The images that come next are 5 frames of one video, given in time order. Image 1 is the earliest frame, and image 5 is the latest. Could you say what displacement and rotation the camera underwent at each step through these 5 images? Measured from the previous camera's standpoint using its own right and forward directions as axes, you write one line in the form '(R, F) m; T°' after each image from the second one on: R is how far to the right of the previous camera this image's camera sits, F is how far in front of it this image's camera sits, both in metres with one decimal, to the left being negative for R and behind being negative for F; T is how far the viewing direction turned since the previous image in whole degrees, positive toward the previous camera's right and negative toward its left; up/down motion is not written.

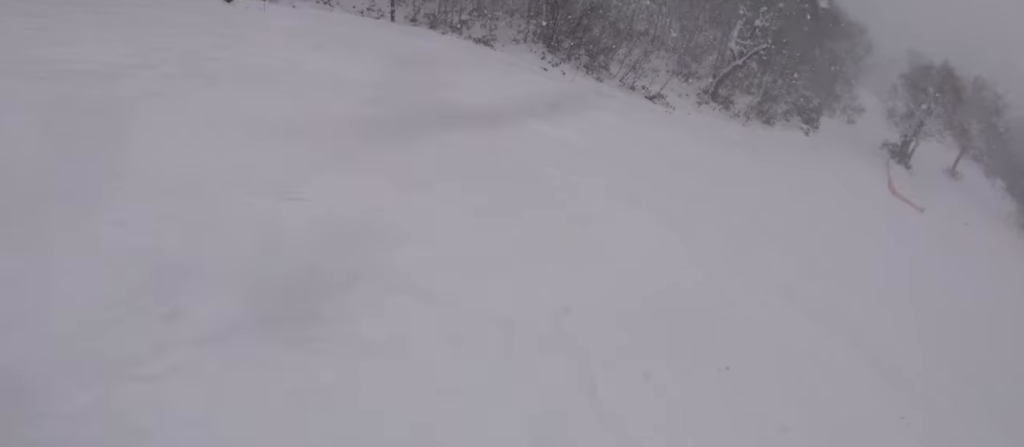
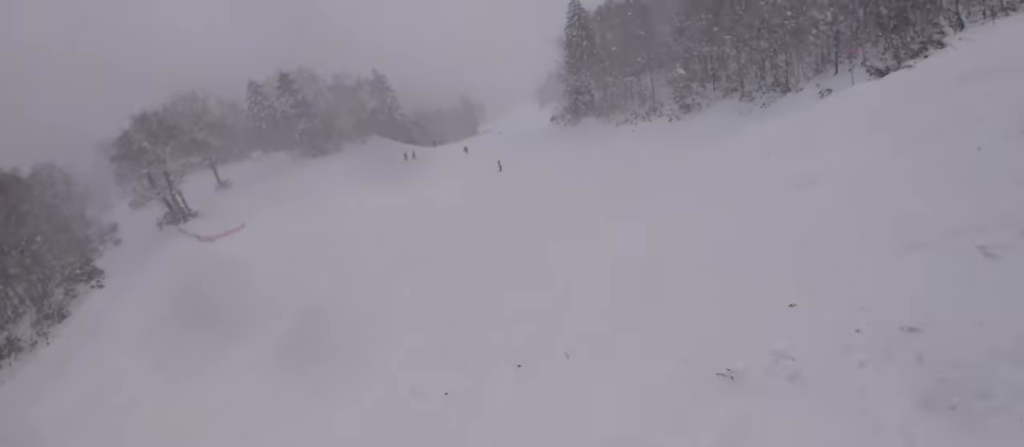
(+3.4, +7.6) m; +43°
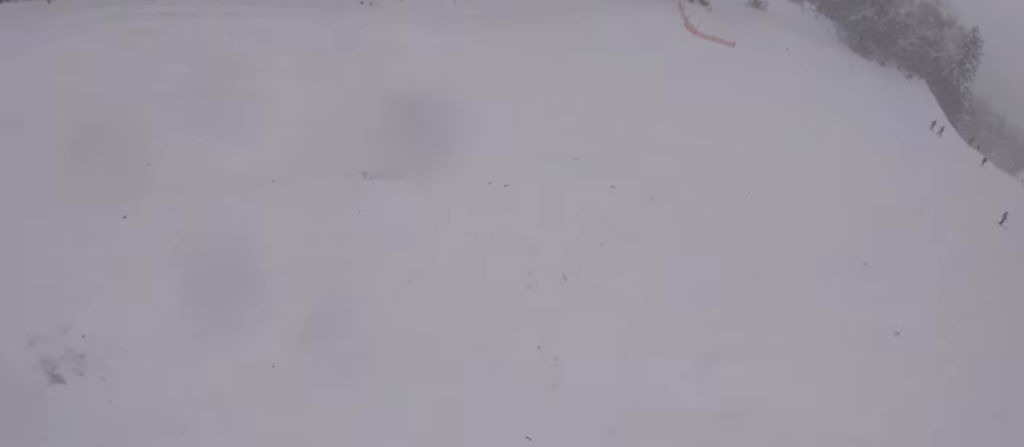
(-1.3, +6.9) m; -30°
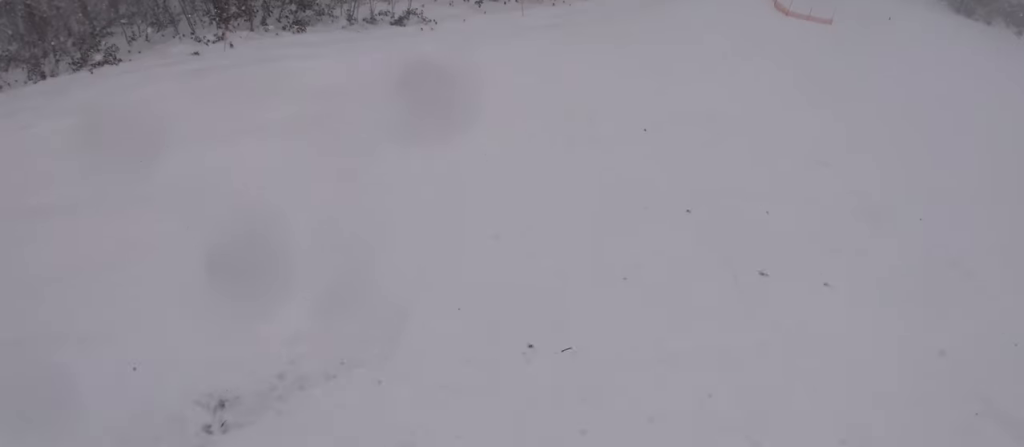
(-0.8, +3.6) m; -3°
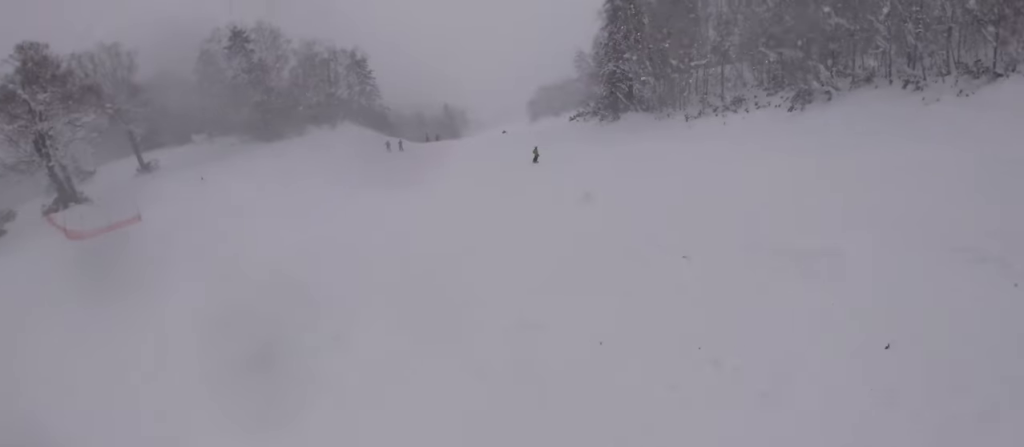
(+7.3, +10.4) m; +39°
